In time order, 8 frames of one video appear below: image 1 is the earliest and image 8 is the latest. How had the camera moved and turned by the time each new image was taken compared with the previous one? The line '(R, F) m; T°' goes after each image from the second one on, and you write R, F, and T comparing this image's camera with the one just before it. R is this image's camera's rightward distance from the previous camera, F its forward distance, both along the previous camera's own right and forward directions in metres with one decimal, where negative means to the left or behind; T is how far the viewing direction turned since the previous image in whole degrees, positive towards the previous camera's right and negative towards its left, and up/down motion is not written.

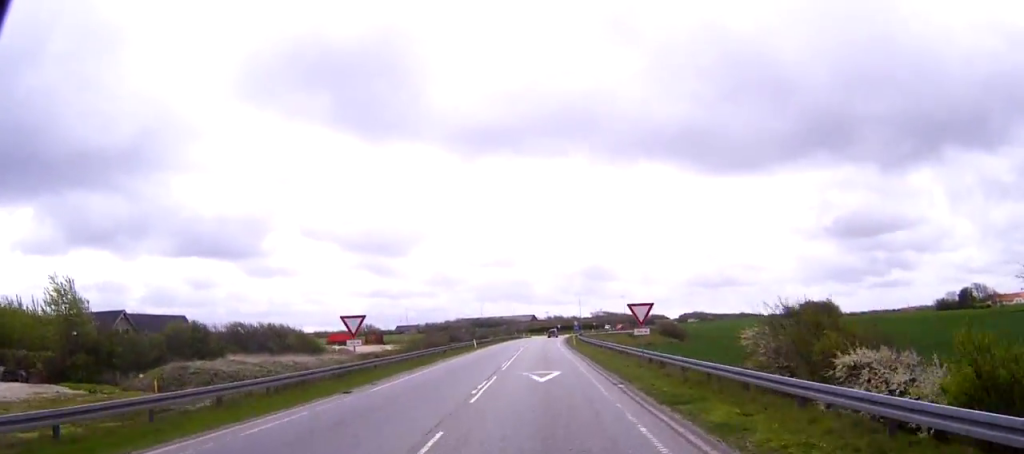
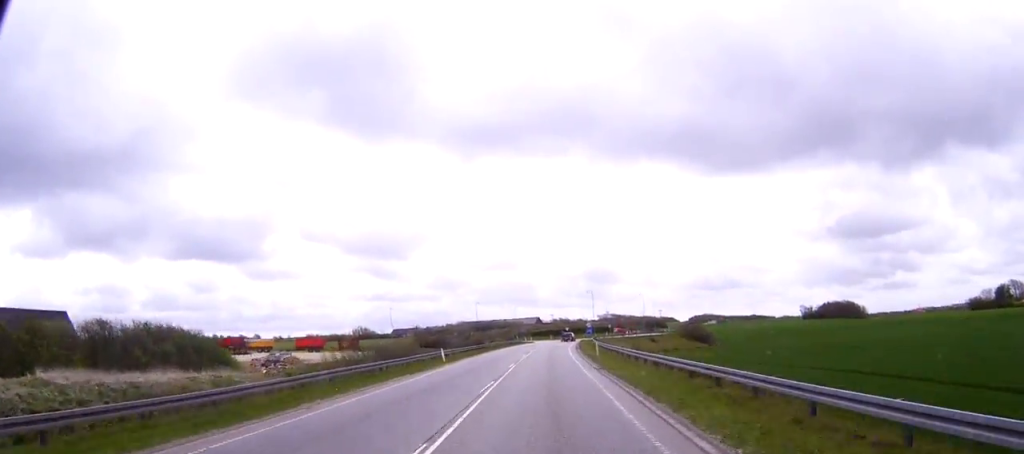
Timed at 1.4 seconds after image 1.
(-0.1, +28.6) m; -1°
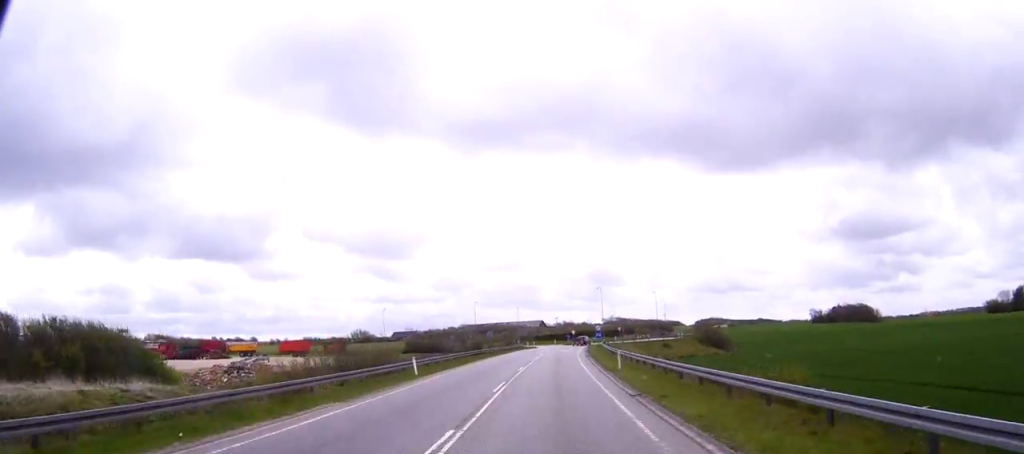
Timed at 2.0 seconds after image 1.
(-0.1, +12.5) m; 0°
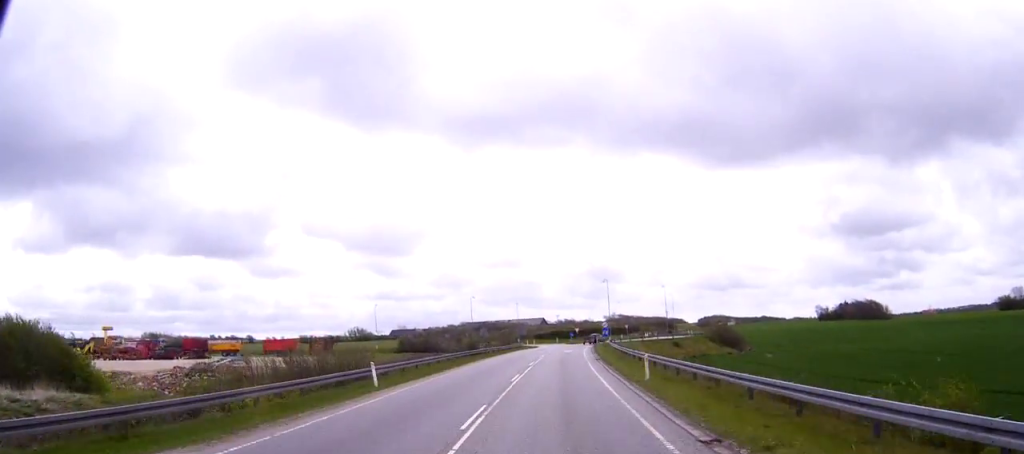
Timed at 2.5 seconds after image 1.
(0.0, +9.8) m; 0°
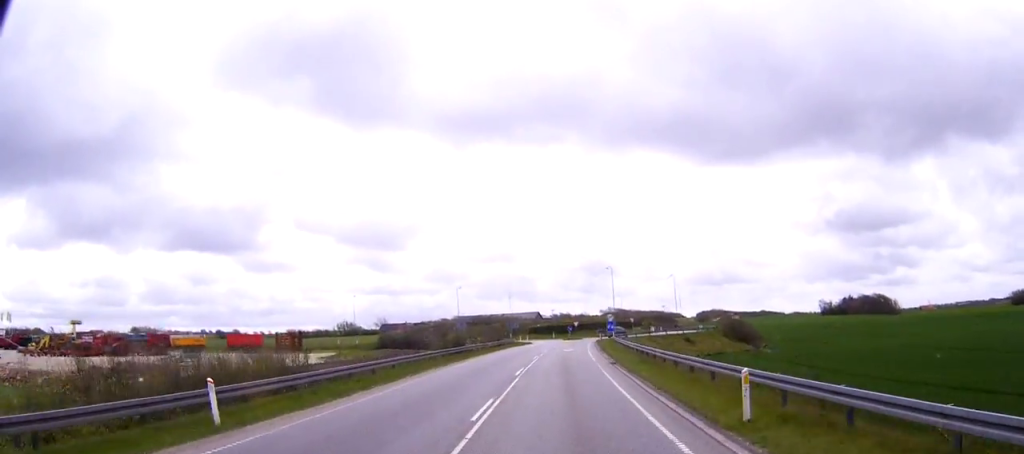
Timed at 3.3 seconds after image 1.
(0.0, +14.7) m; 0°
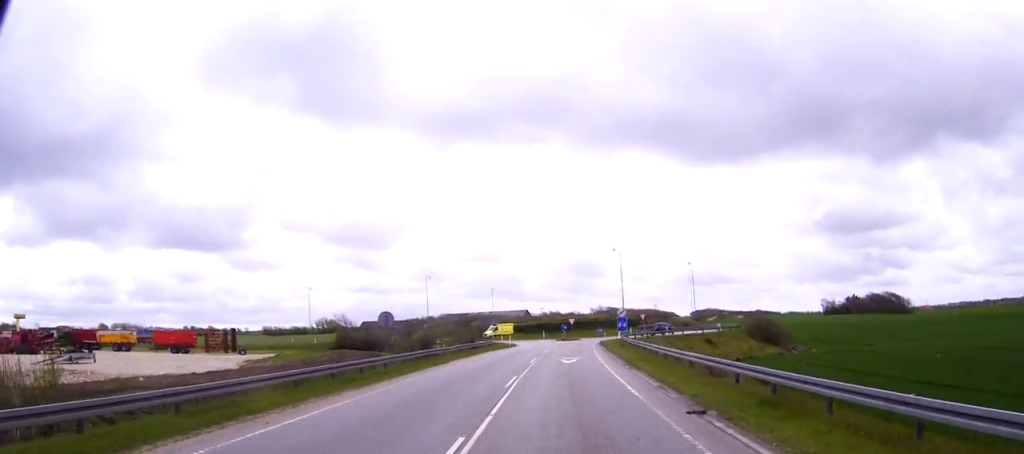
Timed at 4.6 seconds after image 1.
(+0.1, +22.8) m; +1°
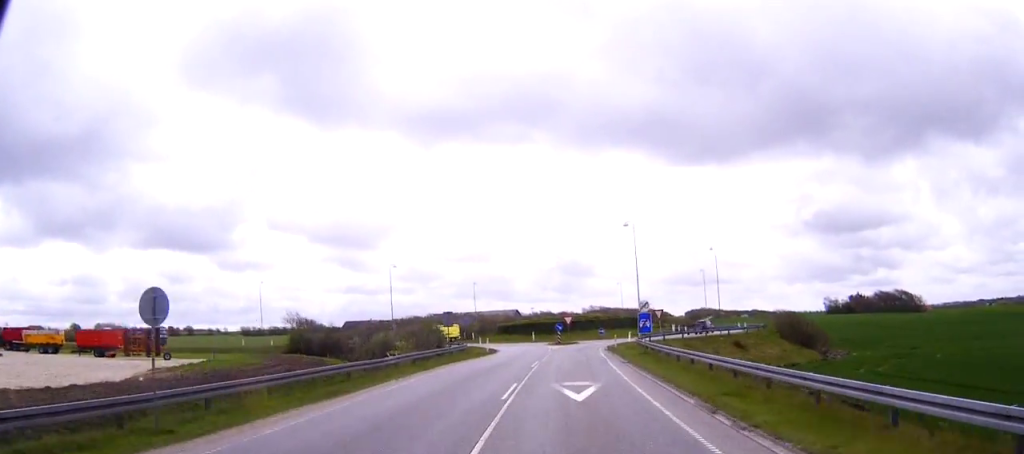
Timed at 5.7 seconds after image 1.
(+0.2, +18.9) m; +1°
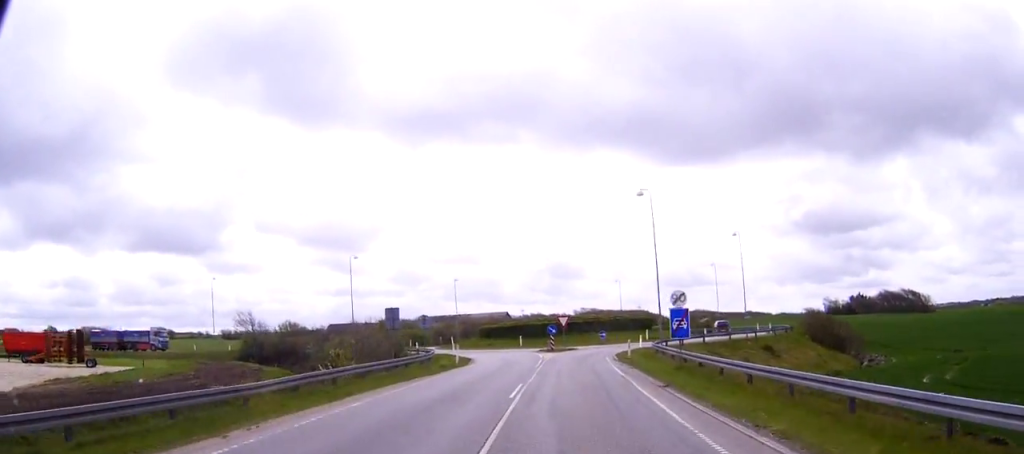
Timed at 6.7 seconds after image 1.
(+0.1, +14.2) m; +1°
